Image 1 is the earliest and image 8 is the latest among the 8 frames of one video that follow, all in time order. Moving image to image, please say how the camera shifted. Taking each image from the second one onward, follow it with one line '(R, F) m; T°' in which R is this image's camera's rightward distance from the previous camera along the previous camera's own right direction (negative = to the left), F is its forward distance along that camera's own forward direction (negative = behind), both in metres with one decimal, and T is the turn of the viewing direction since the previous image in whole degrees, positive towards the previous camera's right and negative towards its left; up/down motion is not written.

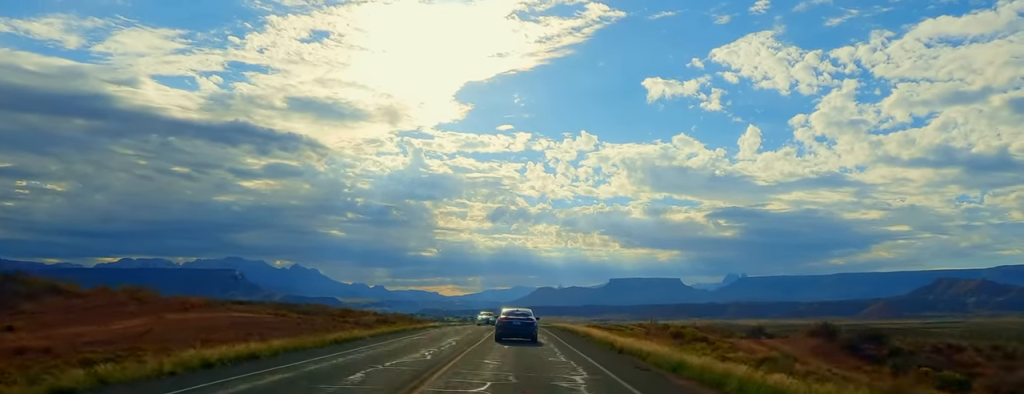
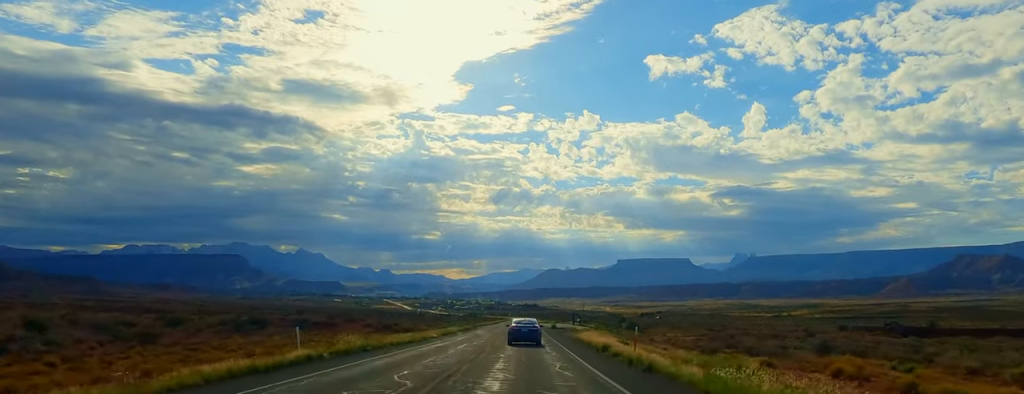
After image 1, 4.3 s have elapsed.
(+0.3, +117.4) m; 0°
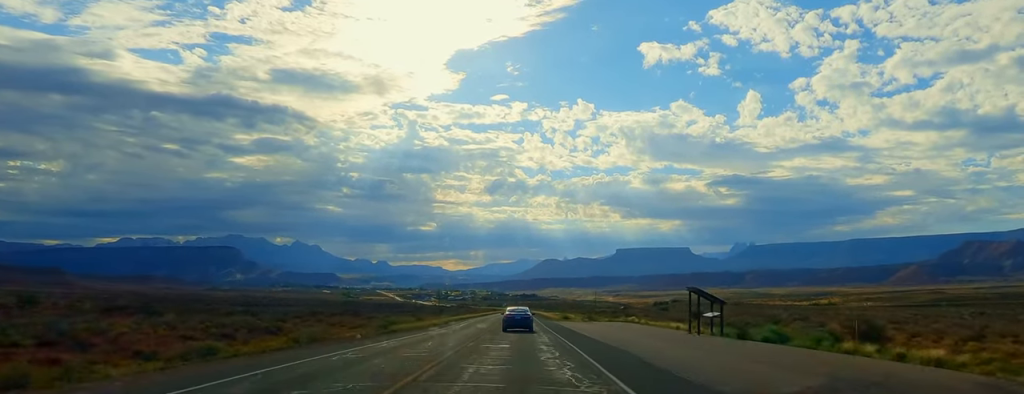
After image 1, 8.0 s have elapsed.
(+0.8, +104.1) m; 0°
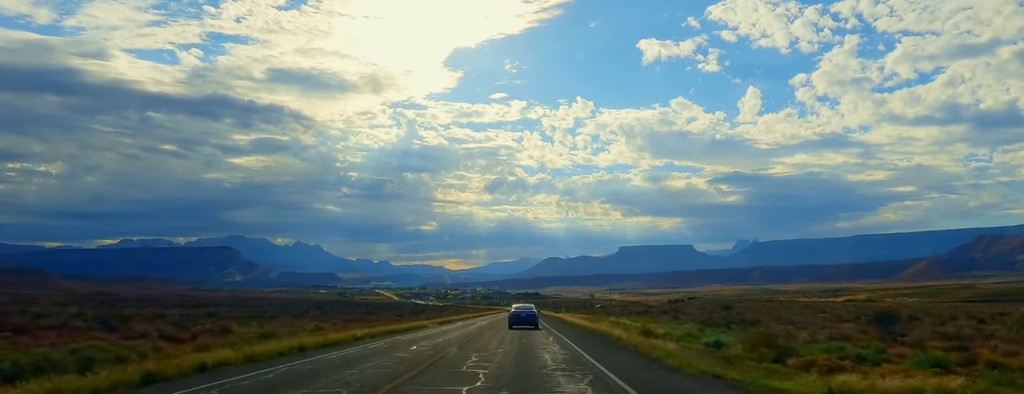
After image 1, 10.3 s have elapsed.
(-1.7, +67.2) m; -1°
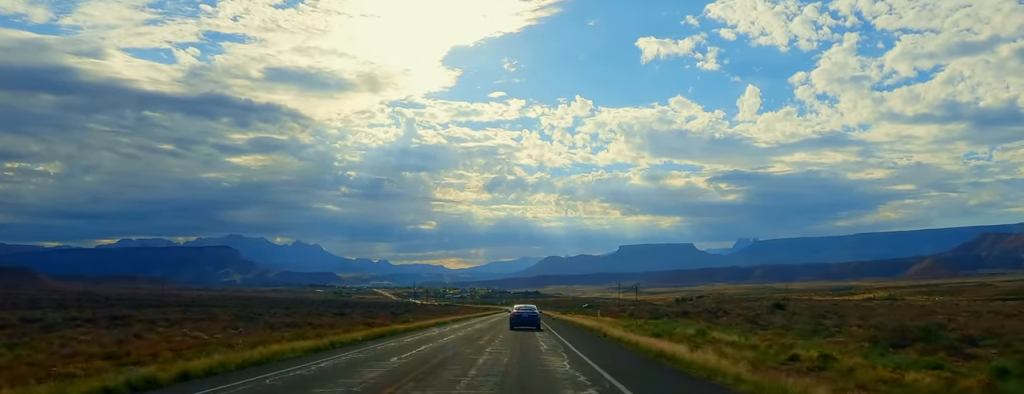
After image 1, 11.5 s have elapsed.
(+0.4, +33.9) m; +1°
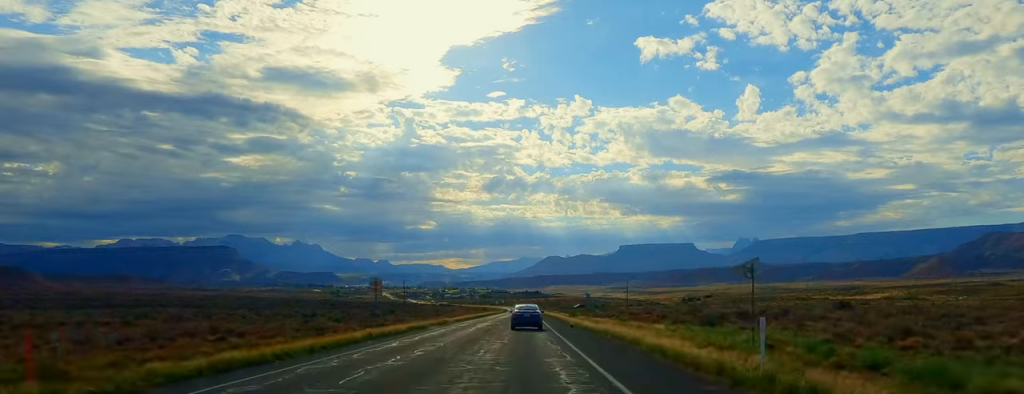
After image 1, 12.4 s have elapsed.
(0.0, +27.3) m; 0°
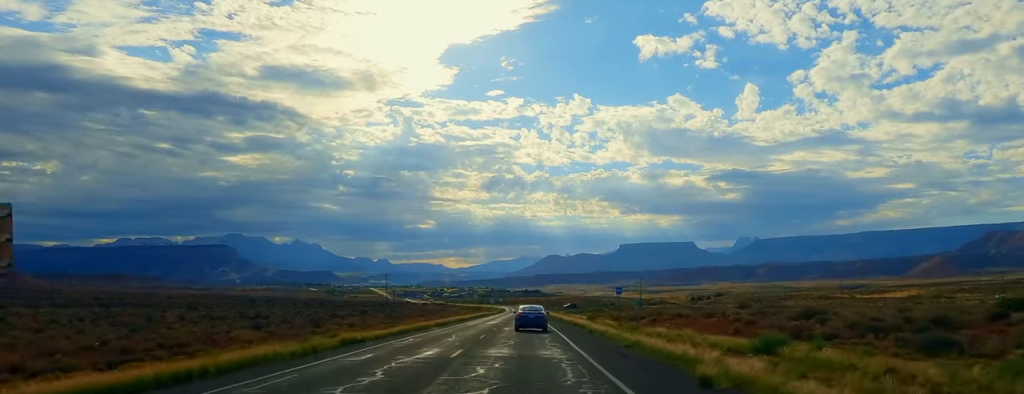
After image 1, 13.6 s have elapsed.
(+0.1, +36.6) m; 0°
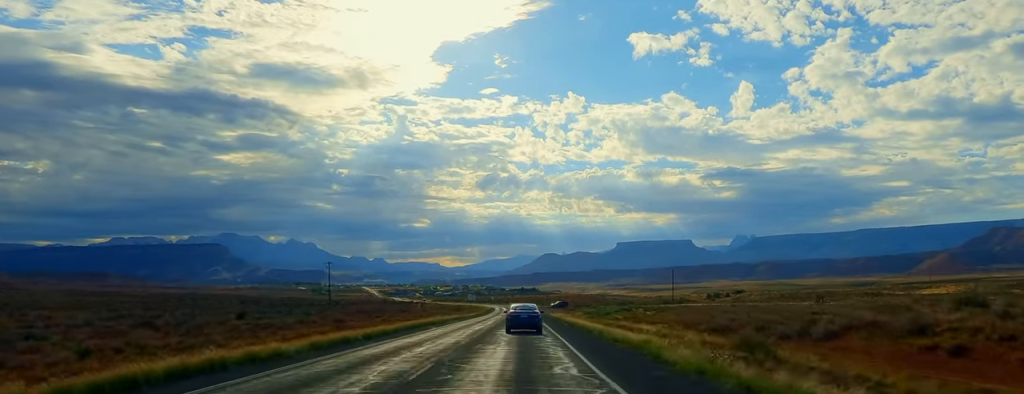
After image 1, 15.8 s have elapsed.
(-0.2, +67.7) m; +1°
